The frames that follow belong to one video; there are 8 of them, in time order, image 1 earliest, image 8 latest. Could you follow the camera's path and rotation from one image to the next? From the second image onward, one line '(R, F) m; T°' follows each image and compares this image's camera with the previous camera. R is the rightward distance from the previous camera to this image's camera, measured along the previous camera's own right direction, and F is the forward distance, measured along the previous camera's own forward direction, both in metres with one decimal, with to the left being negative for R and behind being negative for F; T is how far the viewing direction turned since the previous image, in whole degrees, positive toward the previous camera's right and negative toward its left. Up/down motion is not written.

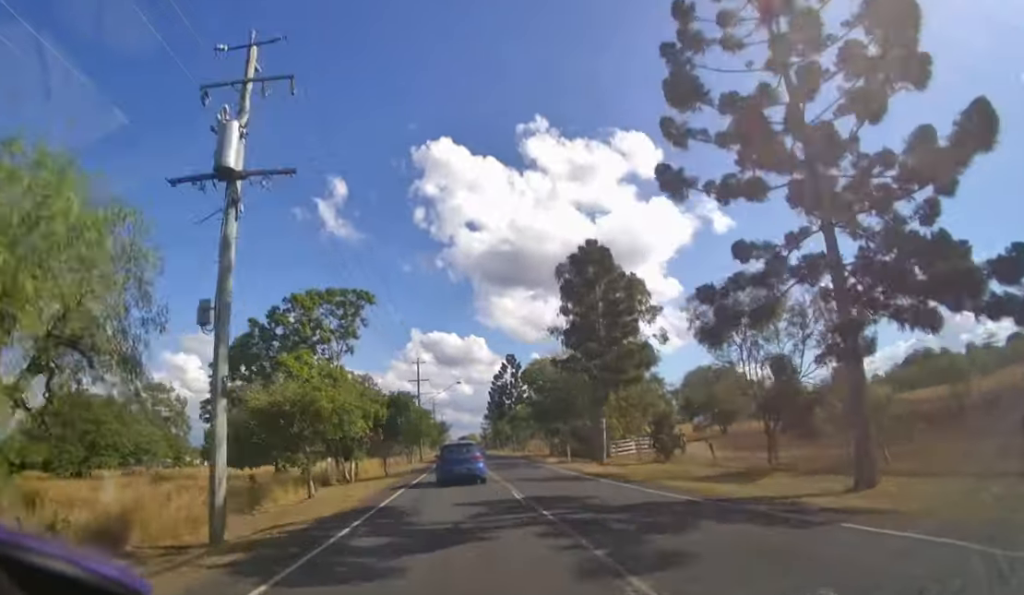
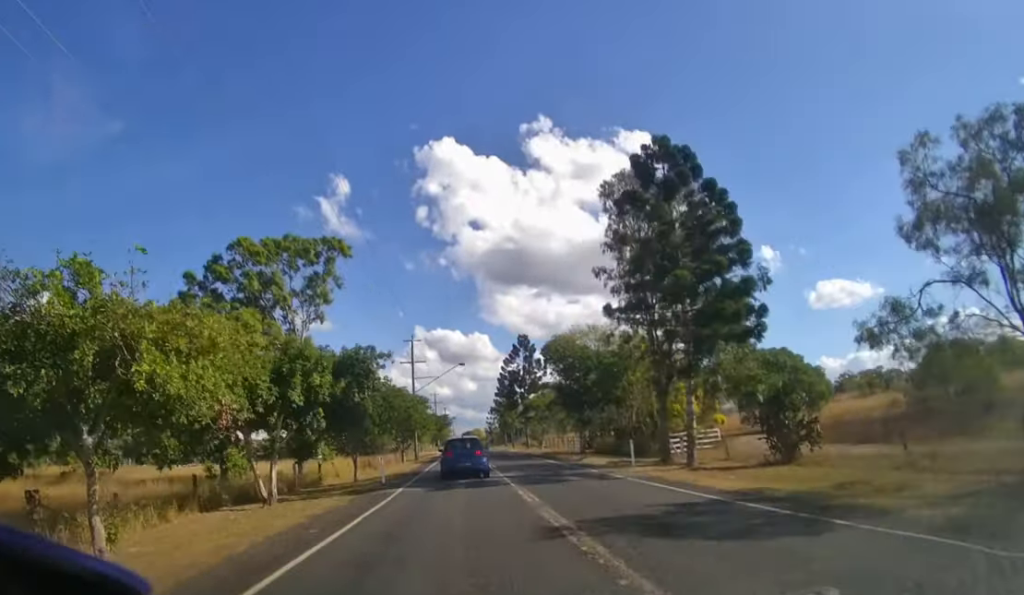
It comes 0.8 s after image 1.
(0.0, +10.6) m; 0°
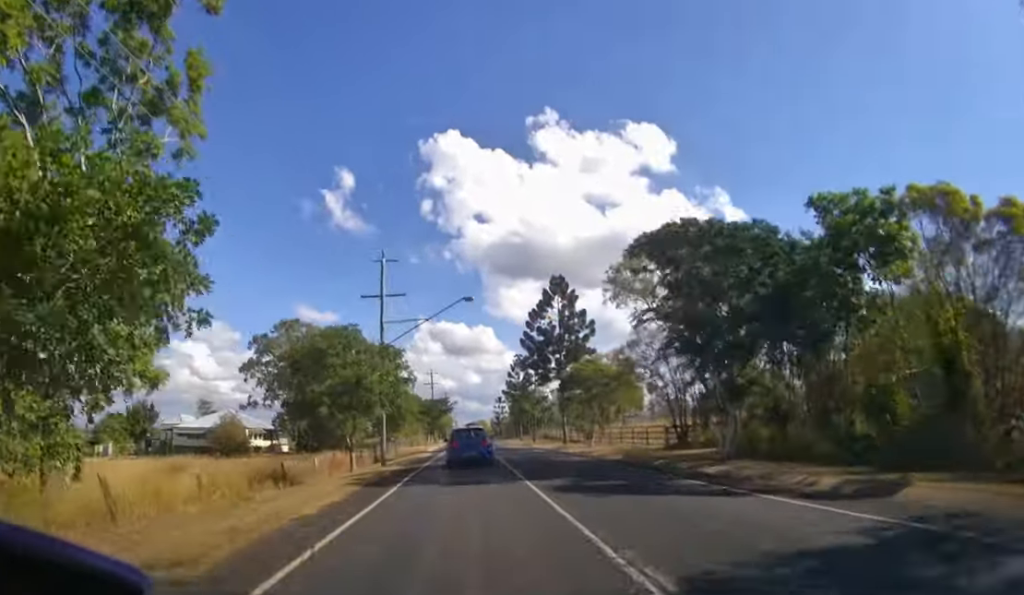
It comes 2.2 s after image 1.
(-0.1, +18.3) m; 0°
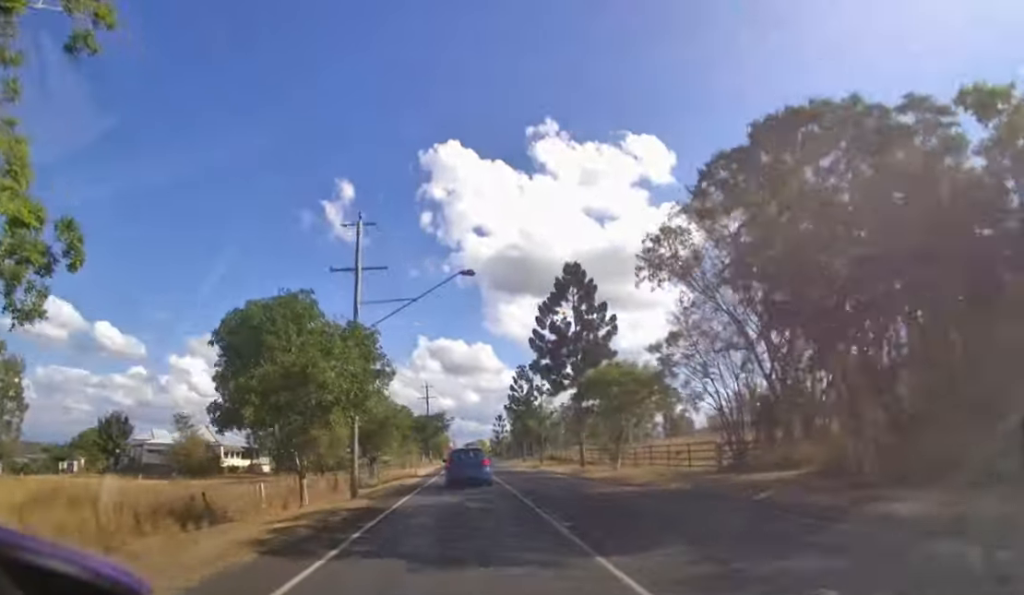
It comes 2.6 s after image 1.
(0.0, +5.5) m; 0°
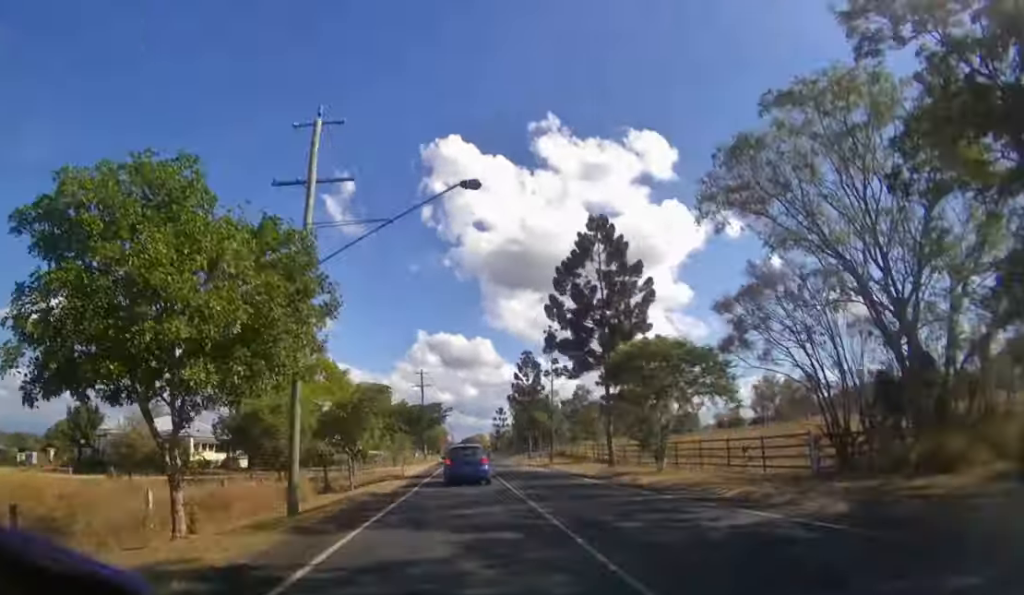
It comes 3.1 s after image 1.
(0.0, +5.9) m; 0°
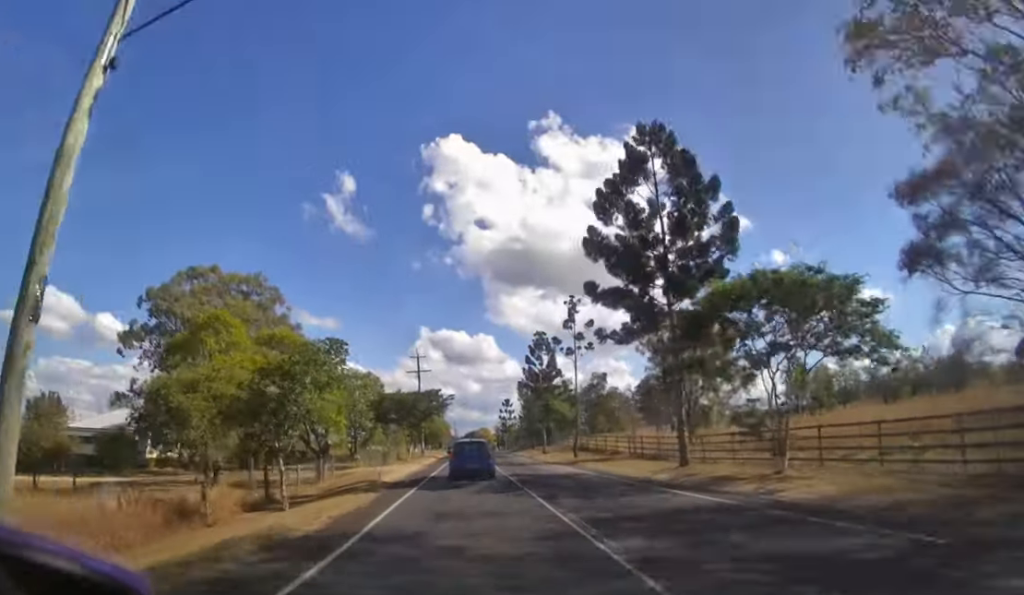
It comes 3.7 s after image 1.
(0.0, +7.9) m; 0°
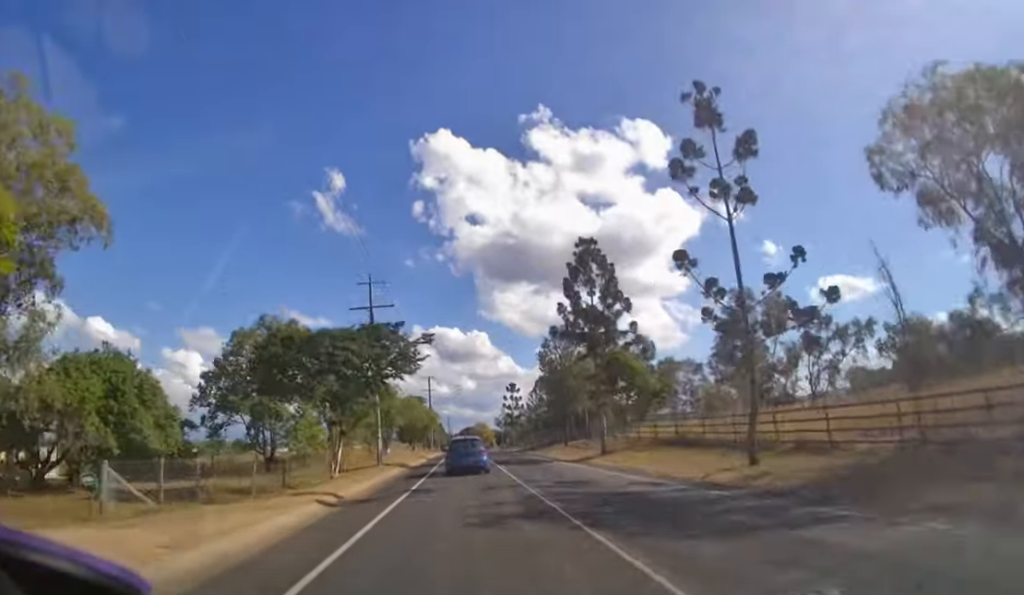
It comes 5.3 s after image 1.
(+0.1, +23.8) m; 0°
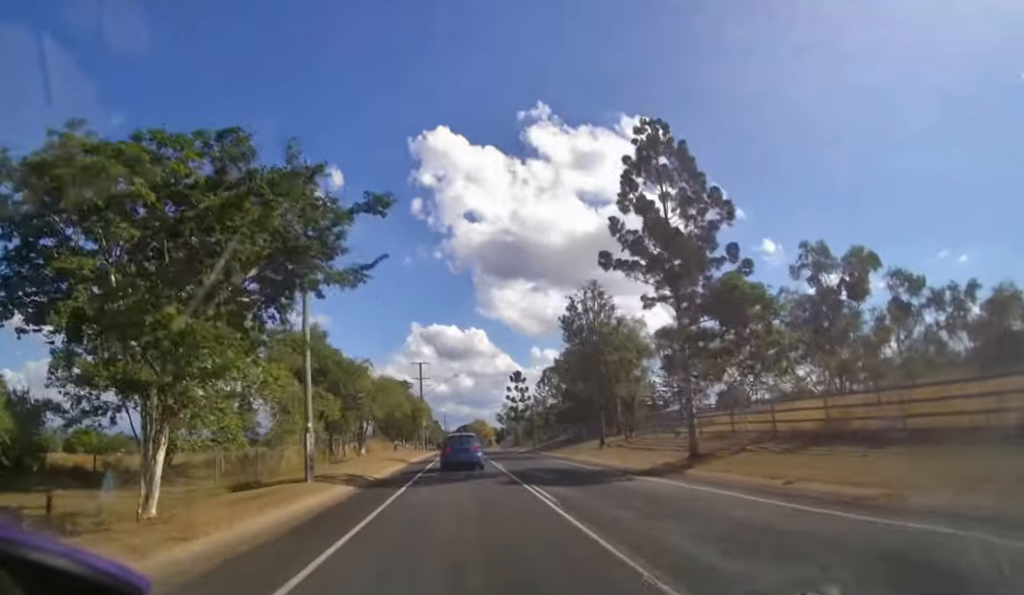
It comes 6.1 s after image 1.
(+0.1, +13.8) m; 0°
